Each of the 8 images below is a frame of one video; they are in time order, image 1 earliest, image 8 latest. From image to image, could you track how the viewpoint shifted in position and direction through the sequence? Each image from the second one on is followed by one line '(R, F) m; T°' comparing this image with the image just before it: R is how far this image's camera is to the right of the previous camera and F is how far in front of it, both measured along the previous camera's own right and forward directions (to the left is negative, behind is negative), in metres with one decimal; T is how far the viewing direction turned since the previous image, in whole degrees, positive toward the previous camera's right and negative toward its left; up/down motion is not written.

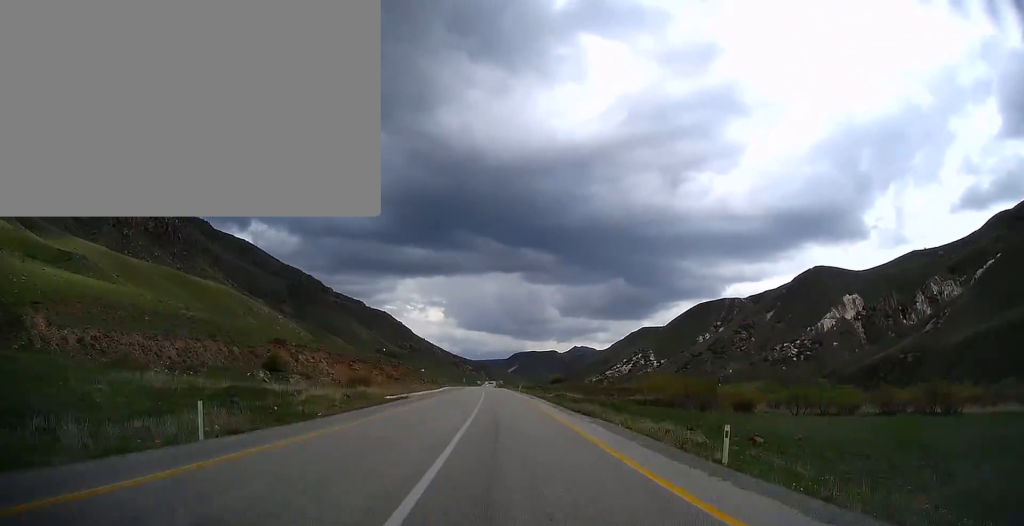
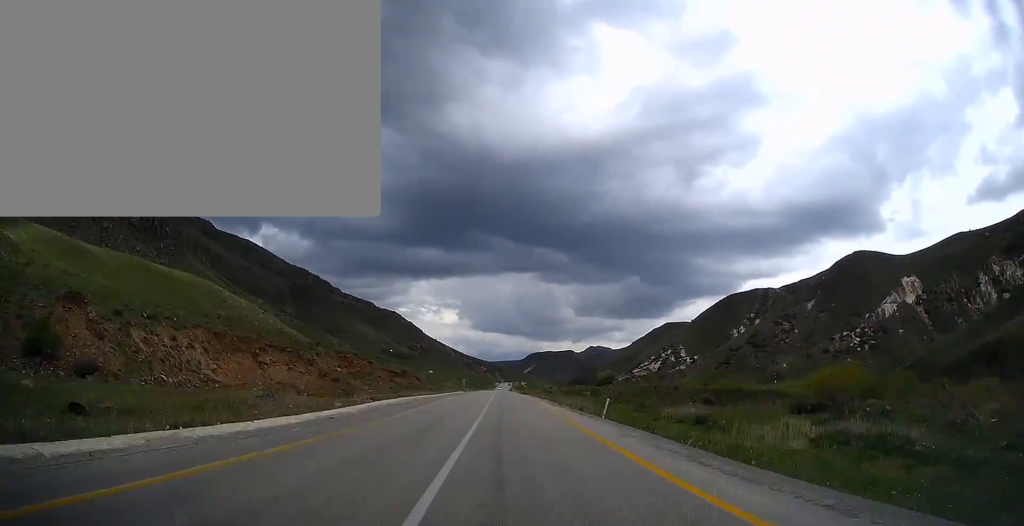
(-1.5, +66.0) m; -1°
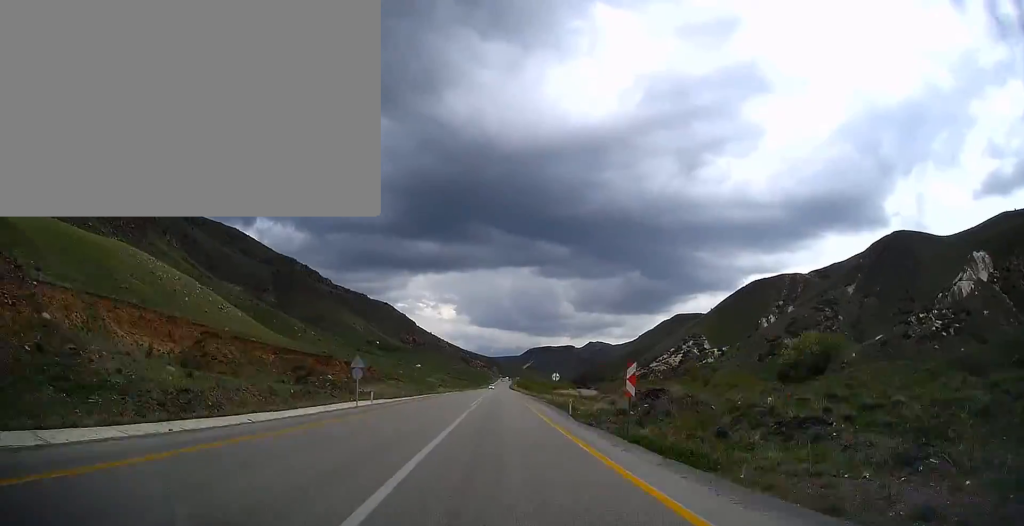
(-0.3, +85.7) m; 0°
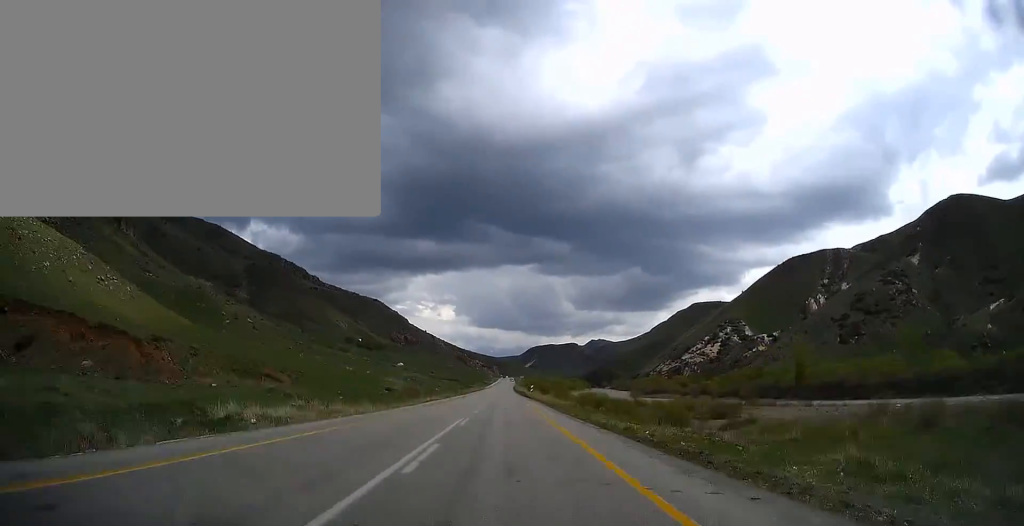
(-0.2, +105.1) m; 0°
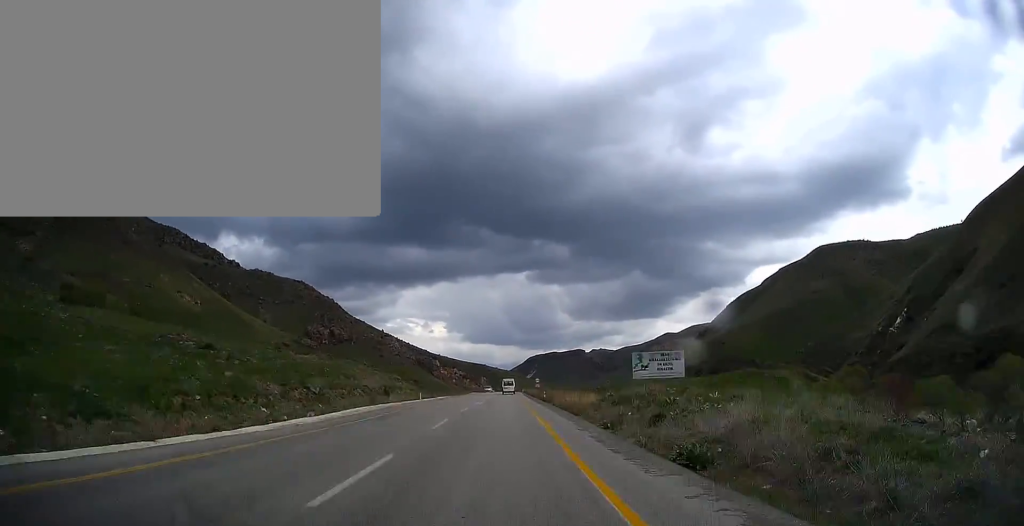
(+3.2, +418.6) m; 0°
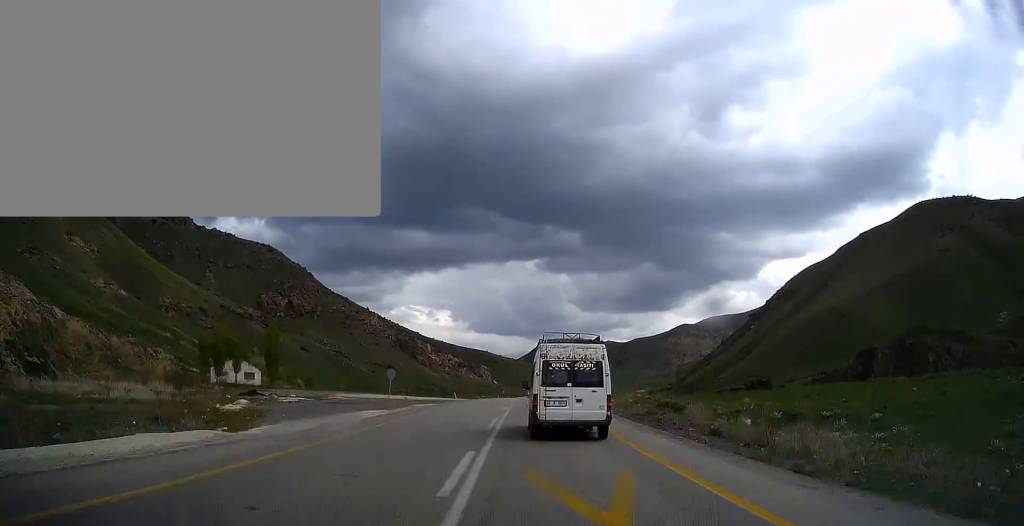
(-0.4, +176.2) m; +1°
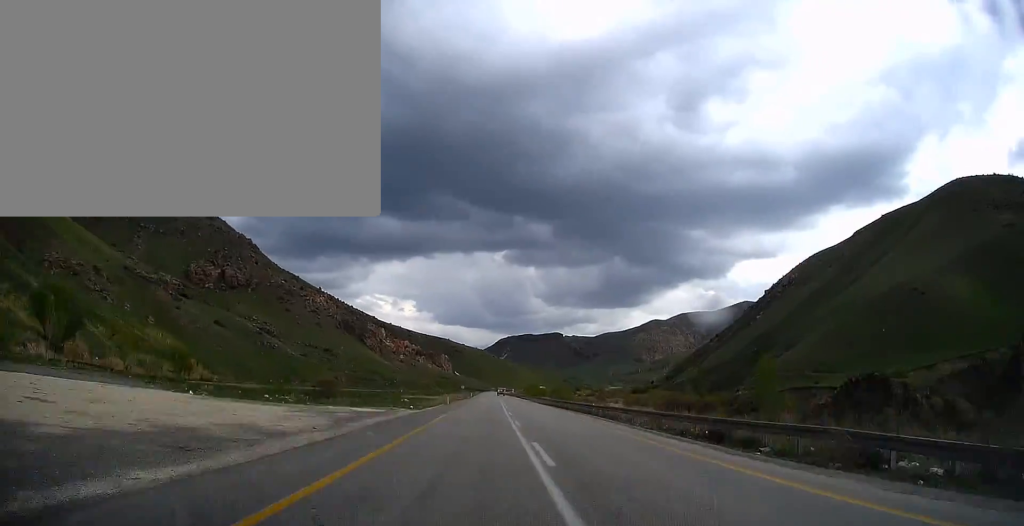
(+1.7, +109.8) m; +1°
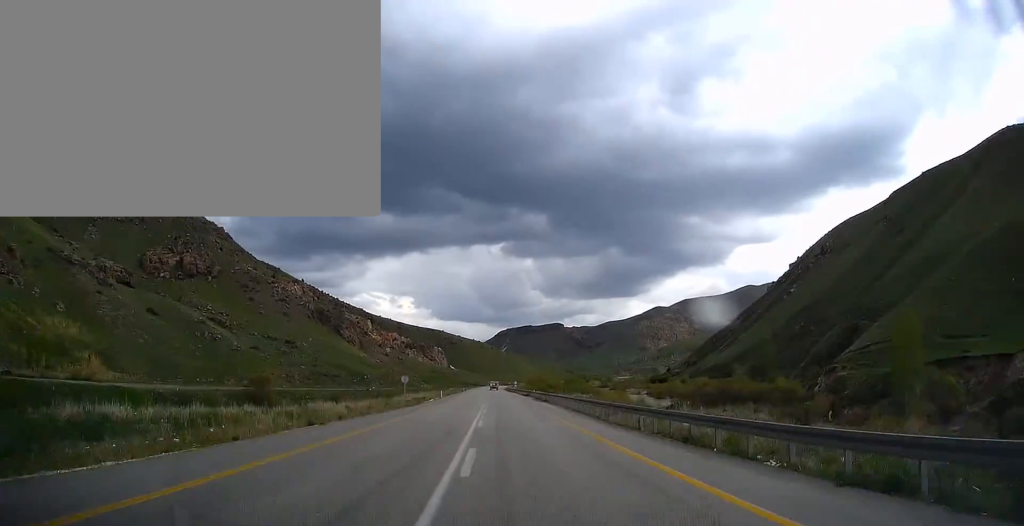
(+0.6, +62.9) m; +1°
